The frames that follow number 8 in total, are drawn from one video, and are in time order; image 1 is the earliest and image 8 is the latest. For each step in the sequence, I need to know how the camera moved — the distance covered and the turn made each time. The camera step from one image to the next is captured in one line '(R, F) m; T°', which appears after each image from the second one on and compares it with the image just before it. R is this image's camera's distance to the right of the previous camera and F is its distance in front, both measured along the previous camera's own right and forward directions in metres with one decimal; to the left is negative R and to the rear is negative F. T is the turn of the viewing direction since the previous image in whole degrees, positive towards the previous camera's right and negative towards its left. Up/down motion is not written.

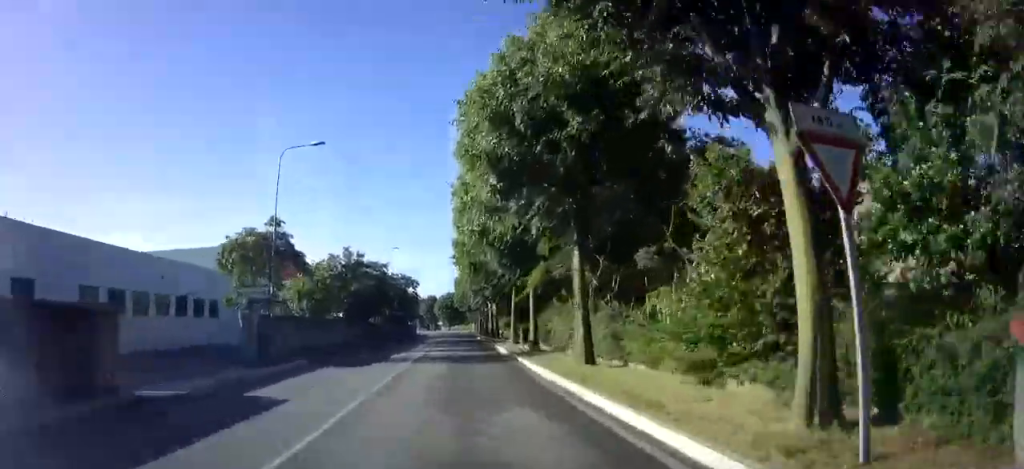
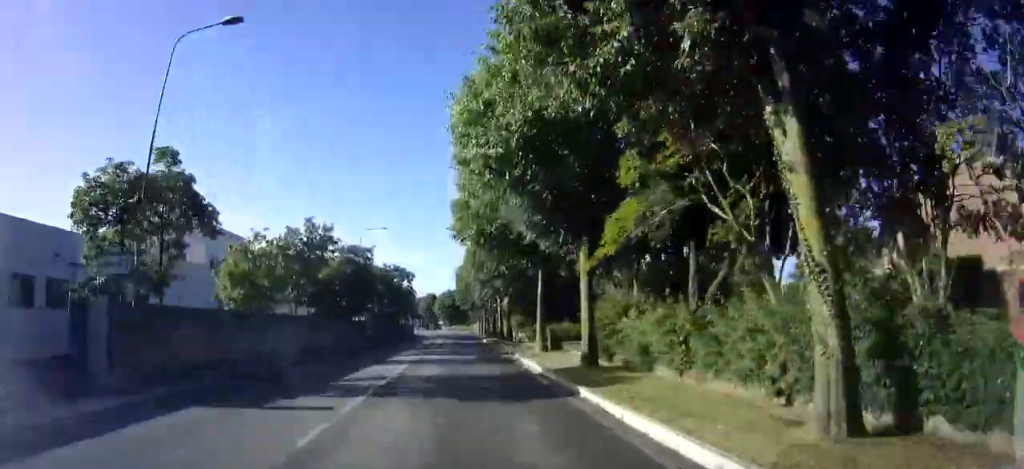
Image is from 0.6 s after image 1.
(+0.7, +10.7) m; -2°
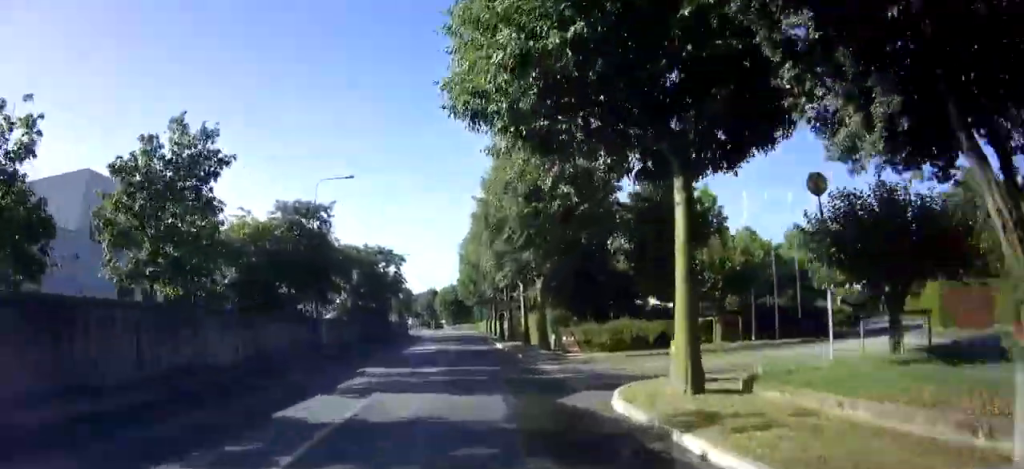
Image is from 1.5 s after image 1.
(-1.0, +14.4) m; -3°
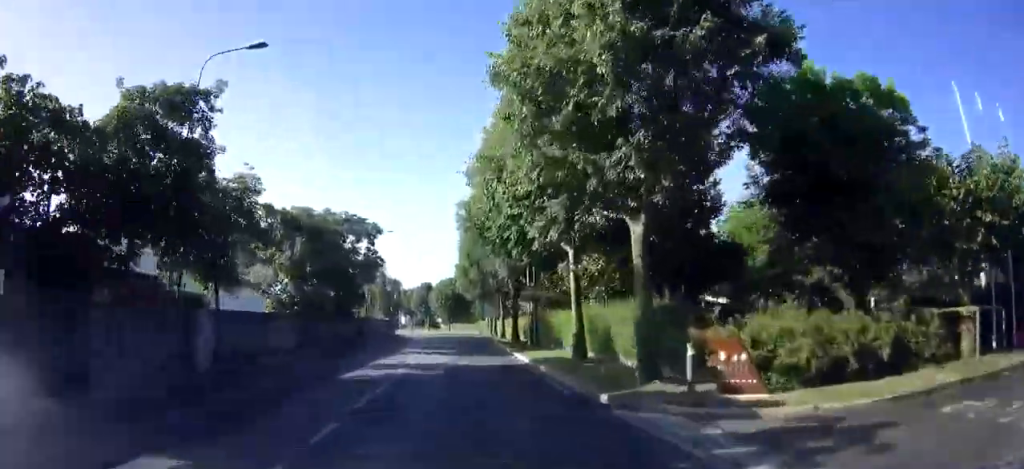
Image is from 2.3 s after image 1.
(-0.3, +13.7) m; +1°
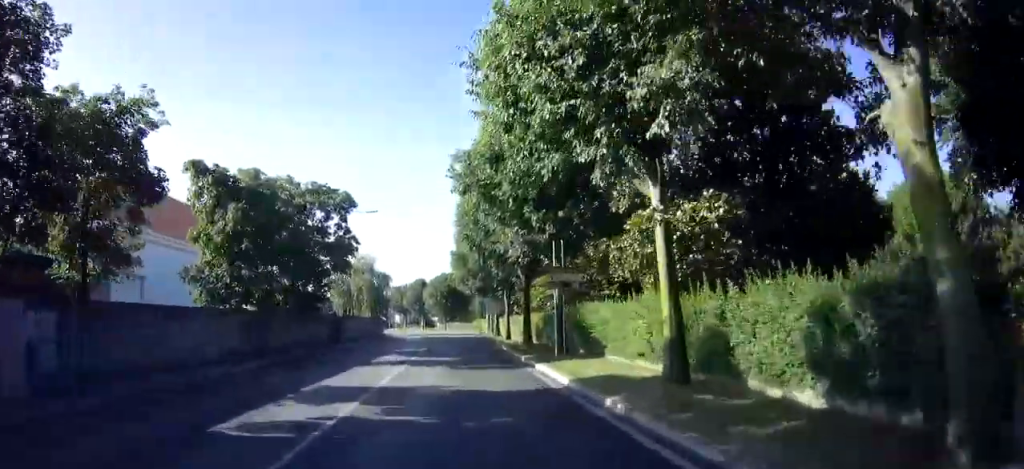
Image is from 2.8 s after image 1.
(+0.2, +7.6) m; +2°
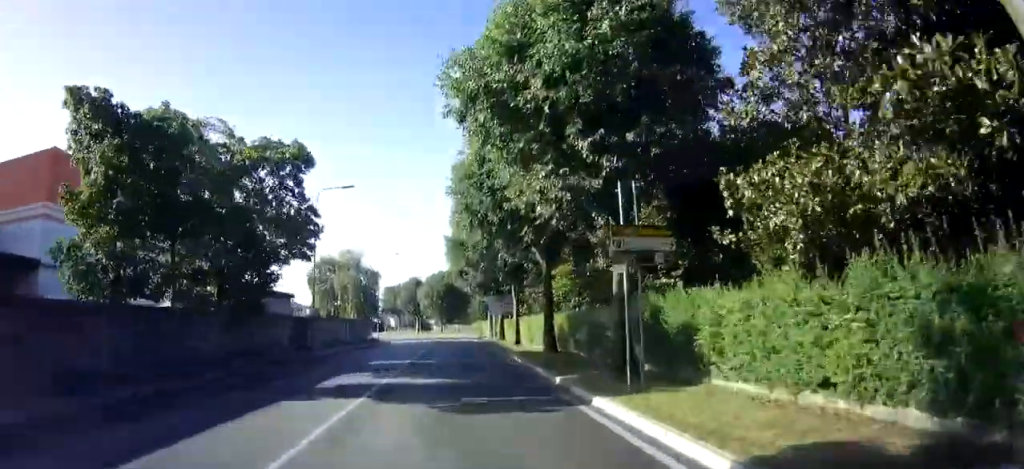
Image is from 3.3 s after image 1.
(+0.1, +7.3) m; +1°
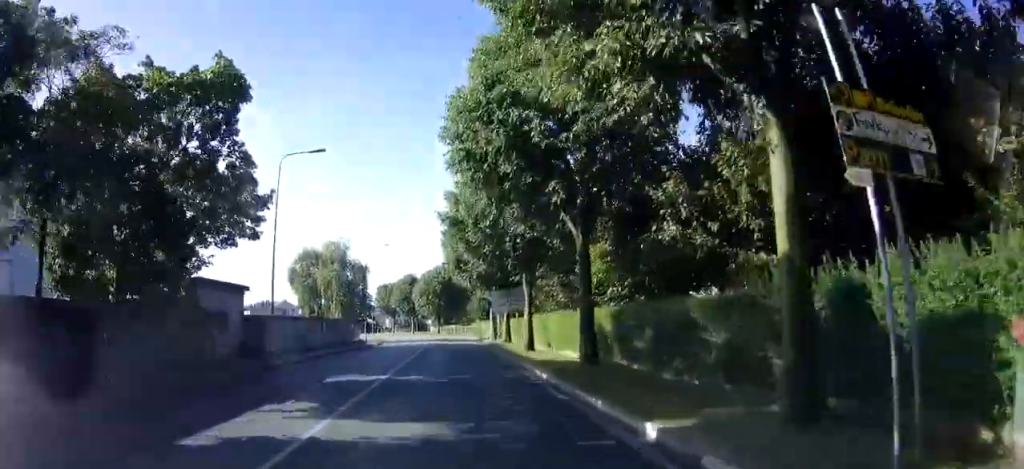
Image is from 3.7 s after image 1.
(+0.1, +6.7) m; 0°
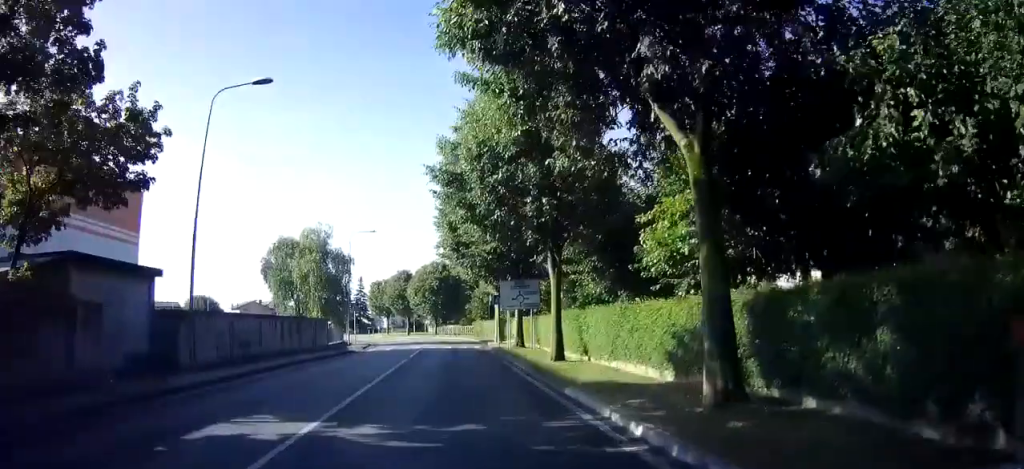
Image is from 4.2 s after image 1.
(0.0, +7.1) m; 0°
